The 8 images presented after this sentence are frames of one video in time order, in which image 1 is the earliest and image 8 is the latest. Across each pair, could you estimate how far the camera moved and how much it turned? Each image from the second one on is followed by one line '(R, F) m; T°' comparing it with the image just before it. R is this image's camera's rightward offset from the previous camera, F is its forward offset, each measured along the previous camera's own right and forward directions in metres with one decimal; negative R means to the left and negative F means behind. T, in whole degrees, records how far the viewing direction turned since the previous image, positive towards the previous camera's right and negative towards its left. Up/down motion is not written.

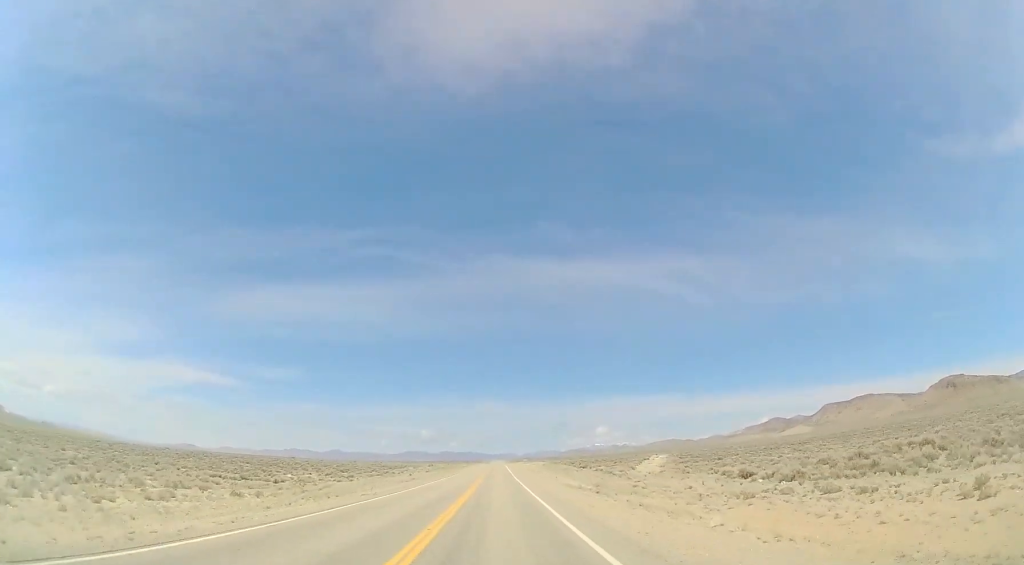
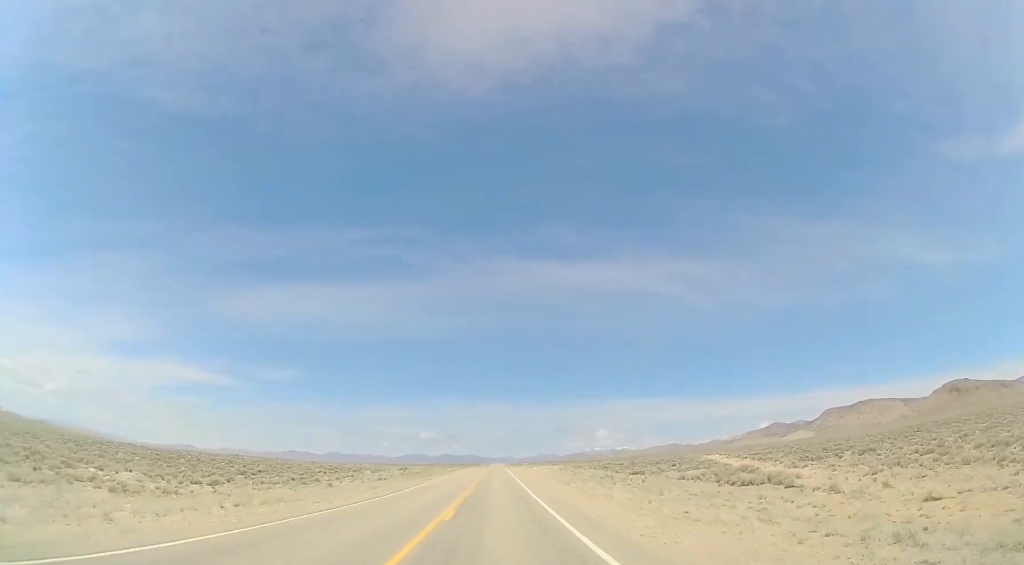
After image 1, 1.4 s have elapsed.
(0.0, +40.3) m; 0°
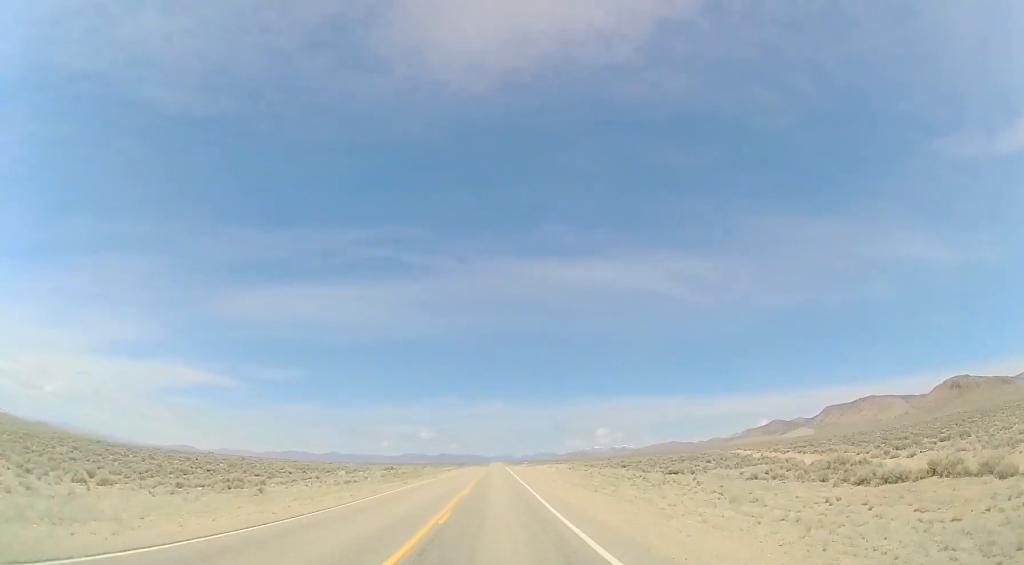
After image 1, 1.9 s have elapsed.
(0.0, +13.3) m; 0°
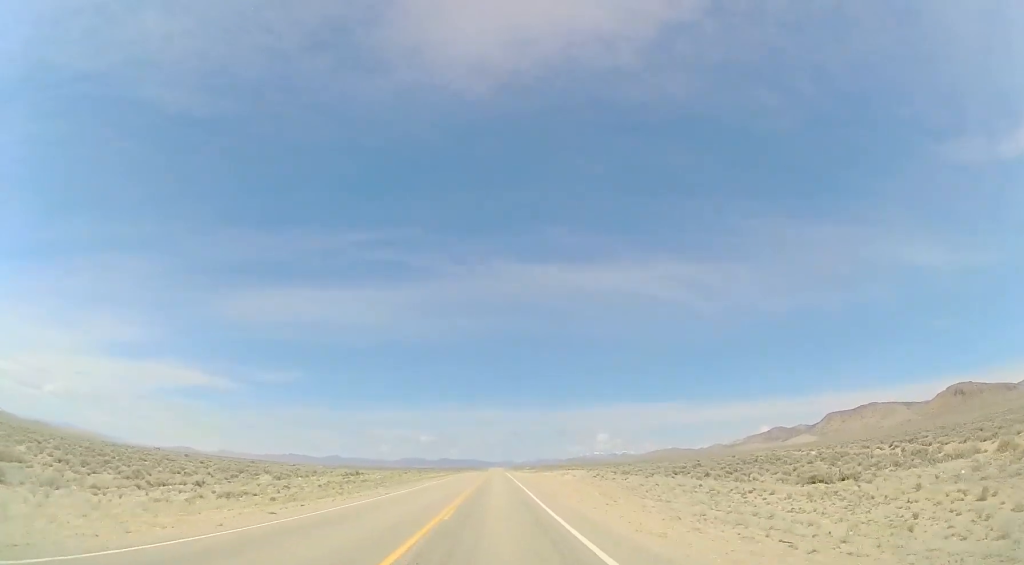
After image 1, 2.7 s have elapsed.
(+0.1, +22.8) m; 0°
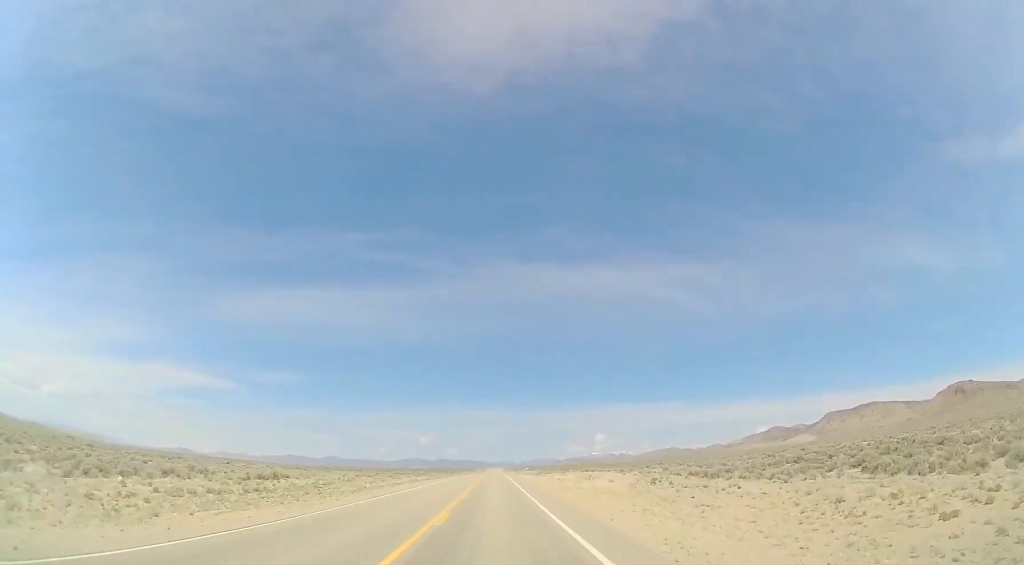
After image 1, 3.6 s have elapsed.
(0.0, +25.8) m; 0°
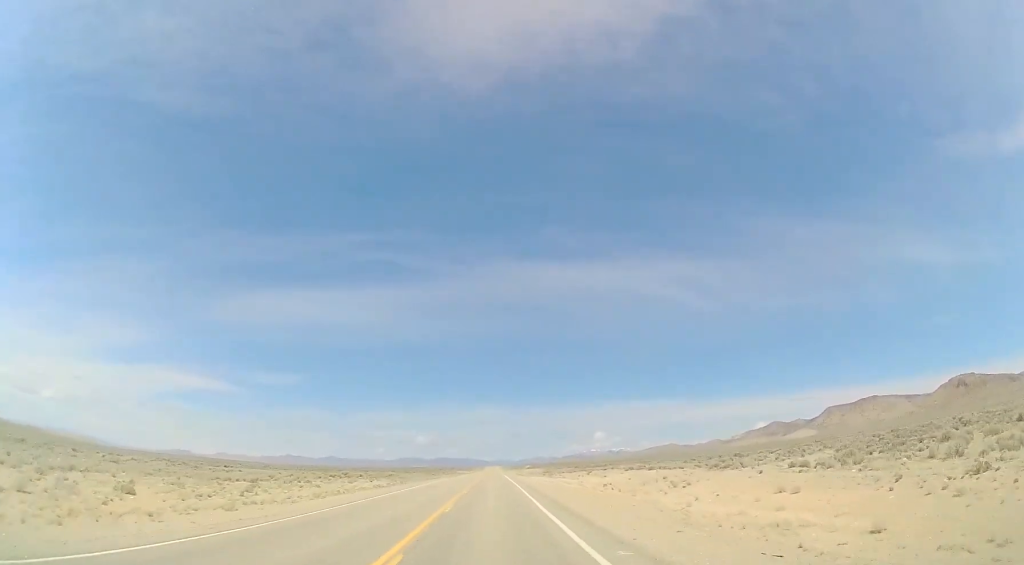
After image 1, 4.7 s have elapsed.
(+0.2, +32.8) m; 0°
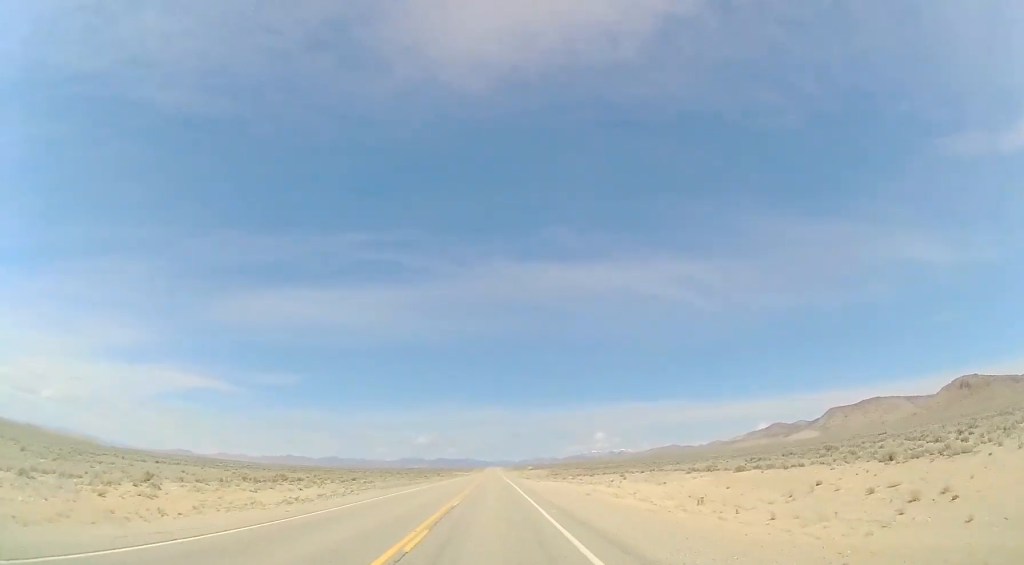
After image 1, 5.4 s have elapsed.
(-0.2, +20.3) m; 0°
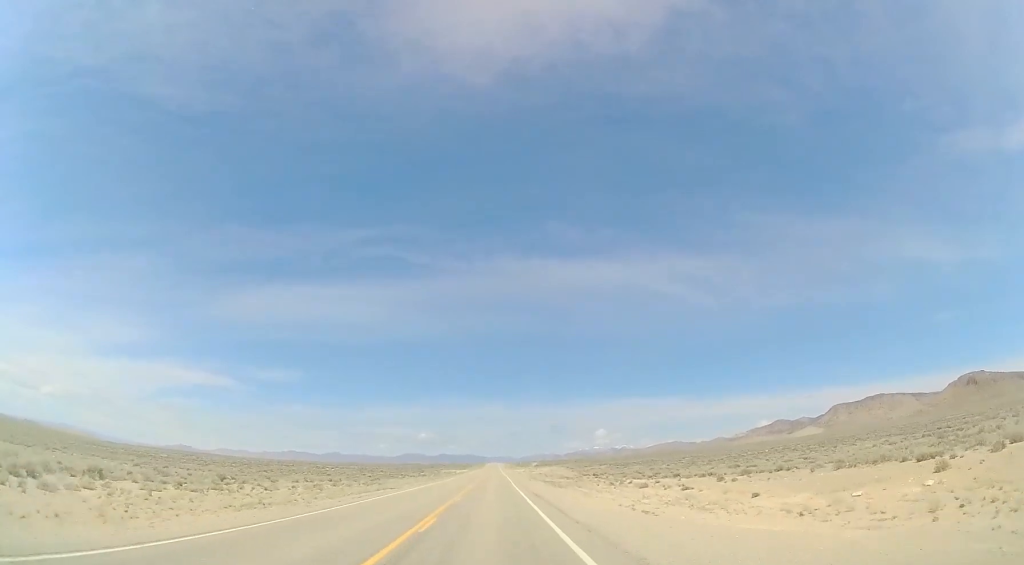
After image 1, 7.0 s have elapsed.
(-0.1, +45.5) m; 0°
